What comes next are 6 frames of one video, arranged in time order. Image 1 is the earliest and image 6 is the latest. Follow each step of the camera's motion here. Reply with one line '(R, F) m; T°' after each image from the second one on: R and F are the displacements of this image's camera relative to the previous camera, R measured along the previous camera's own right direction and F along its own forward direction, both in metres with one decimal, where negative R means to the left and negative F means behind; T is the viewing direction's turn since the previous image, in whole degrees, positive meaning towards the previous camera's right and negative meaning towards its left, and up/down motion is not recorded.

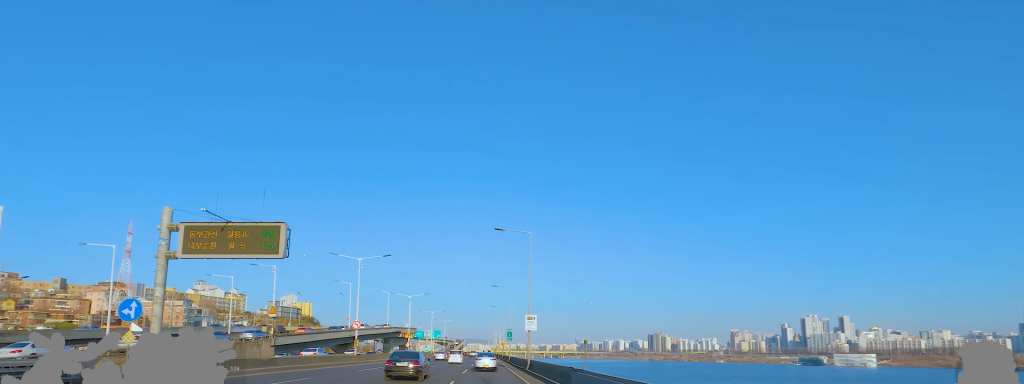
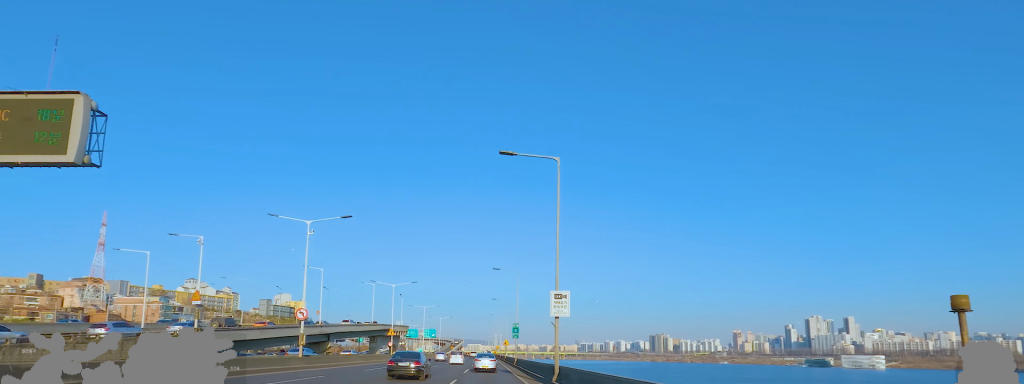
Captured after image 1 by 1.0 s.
(-0.6, +16.9) m; +1°
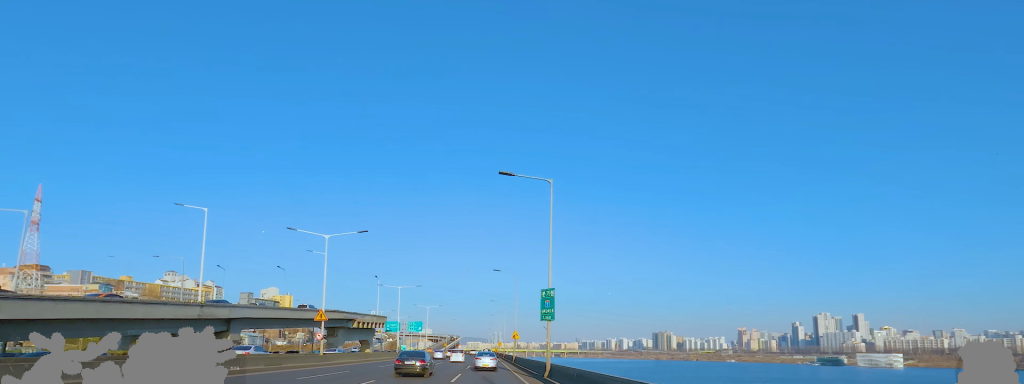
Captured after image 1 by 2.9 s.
(-0.2, +32.4) m; -2°
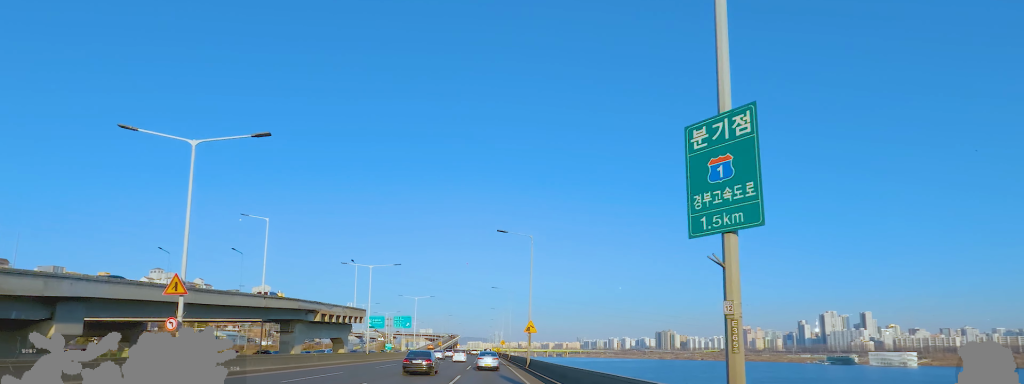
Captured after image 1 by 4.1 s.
(+0.6, +20.9) m; 0°
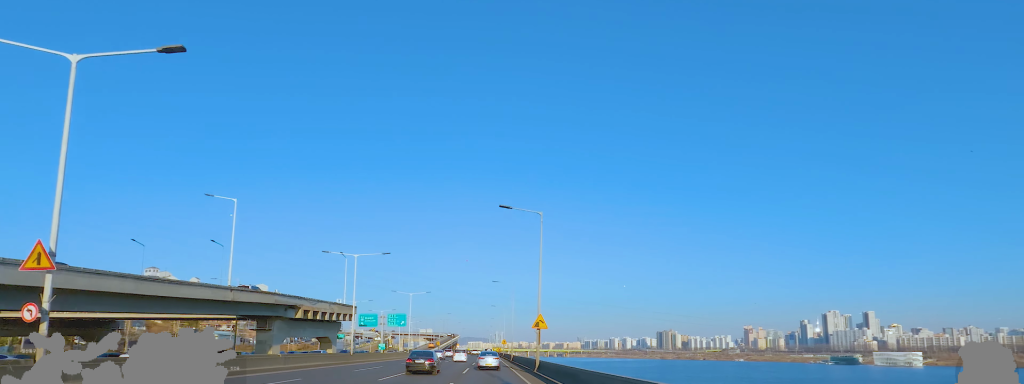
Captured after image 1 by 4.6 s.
(-0.6, +7.4) m; +1°
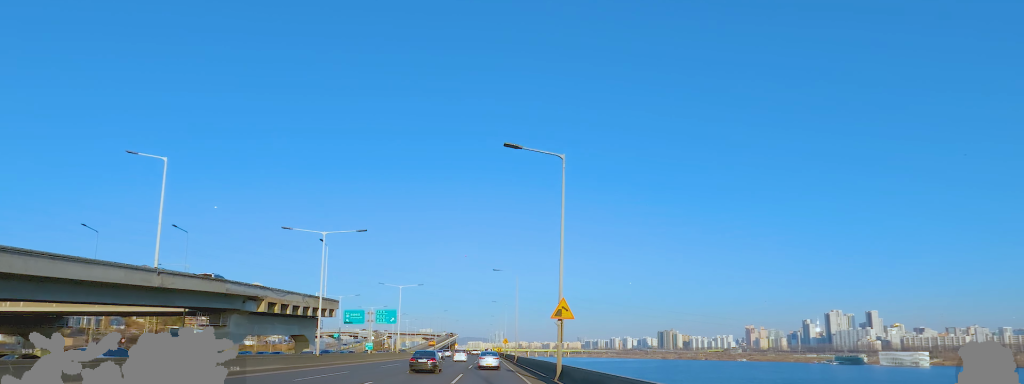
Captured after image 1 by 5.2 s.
(+0.4, +10.7) m; +1°
